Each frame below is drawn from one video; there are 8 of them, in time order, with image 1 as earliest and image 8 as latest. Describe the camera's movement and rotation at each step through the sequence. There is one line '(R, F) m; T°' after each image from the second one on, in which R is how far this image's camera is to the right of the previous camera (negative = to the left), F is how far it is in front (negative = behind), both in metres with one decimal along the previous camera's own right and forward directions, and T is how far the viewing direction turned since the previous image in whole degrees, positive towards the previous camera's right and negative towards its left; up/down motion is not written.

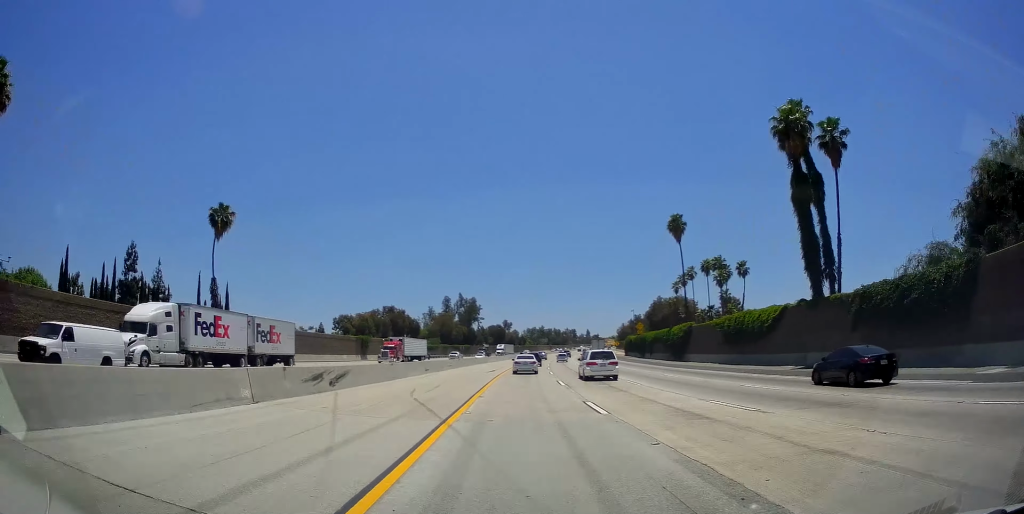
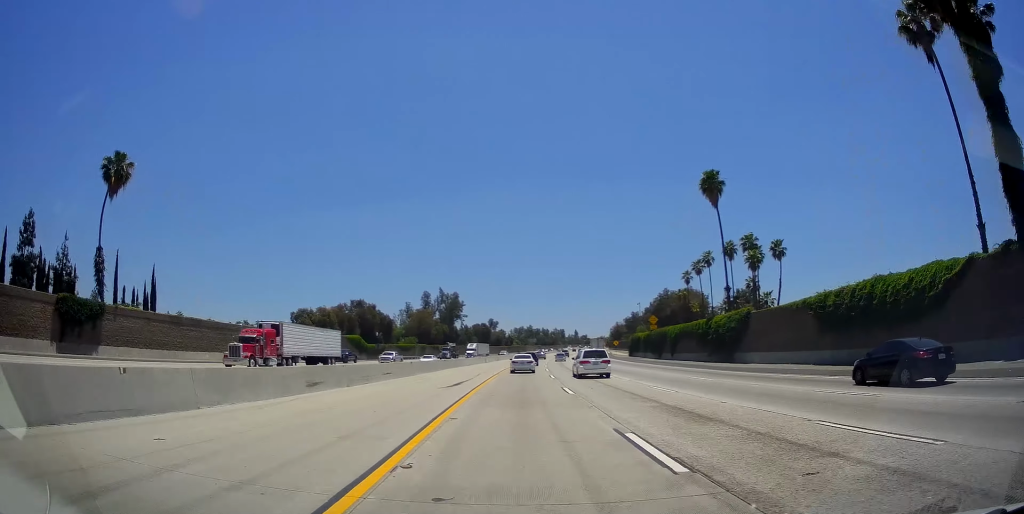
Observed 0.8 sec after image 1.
(+0.8, +22.5) m; +1°
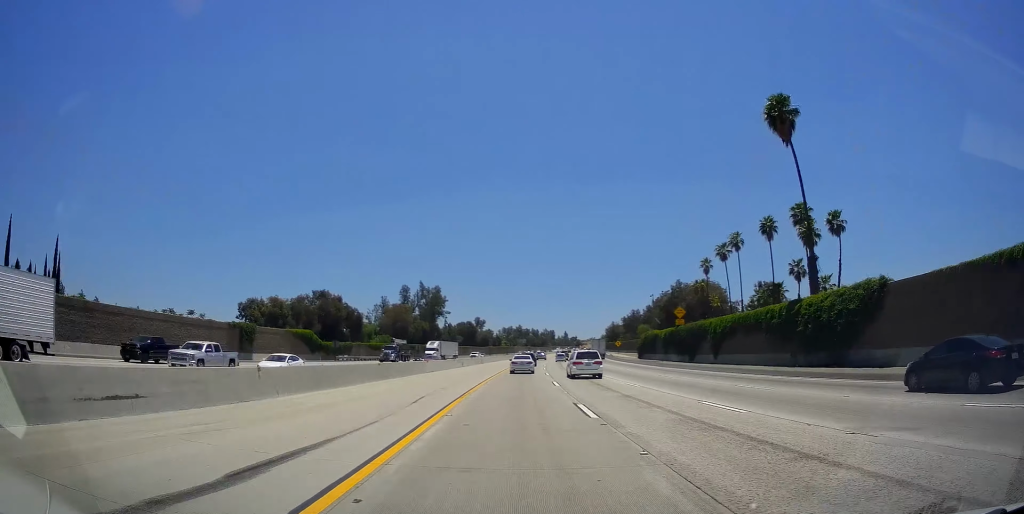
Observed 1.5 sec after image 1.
(+0.3, +21.1) m; +1°
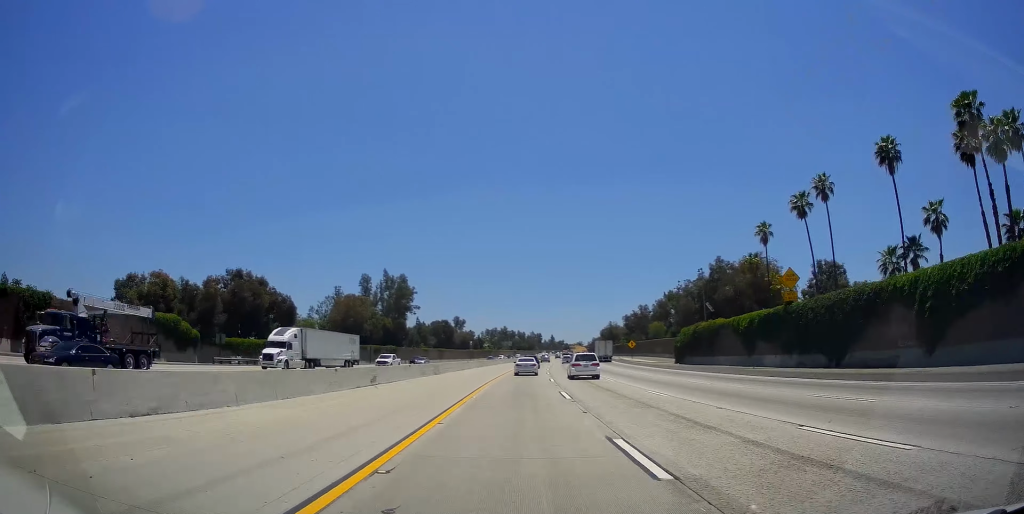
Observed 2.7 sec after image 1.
(+0.1, +35.6) m; +2°
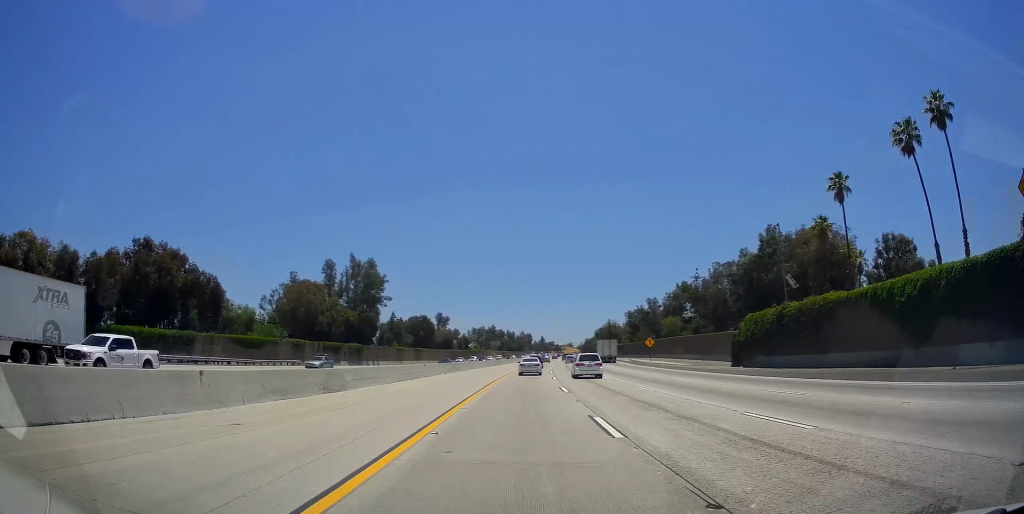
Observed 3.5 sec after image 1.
(+0.6, +25.0) m; +2°
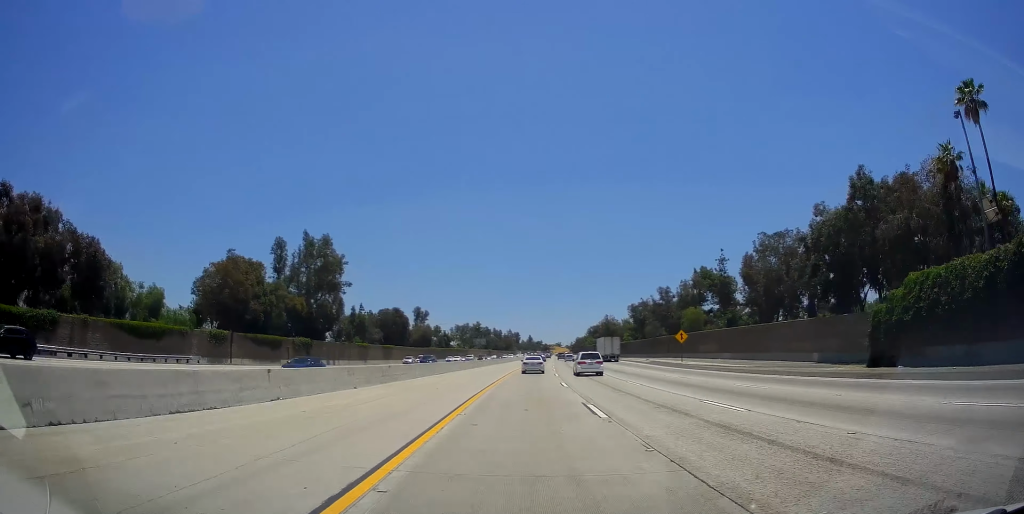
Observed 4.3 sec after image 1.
(+0.4, +26.5) m; +1°
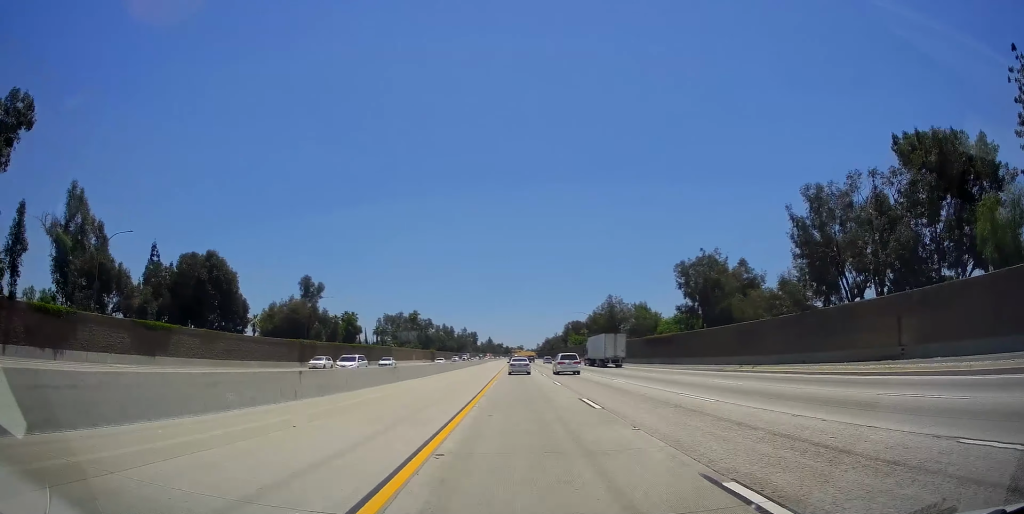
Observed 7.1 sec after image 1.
(+3.0, +84.5) m; +4°
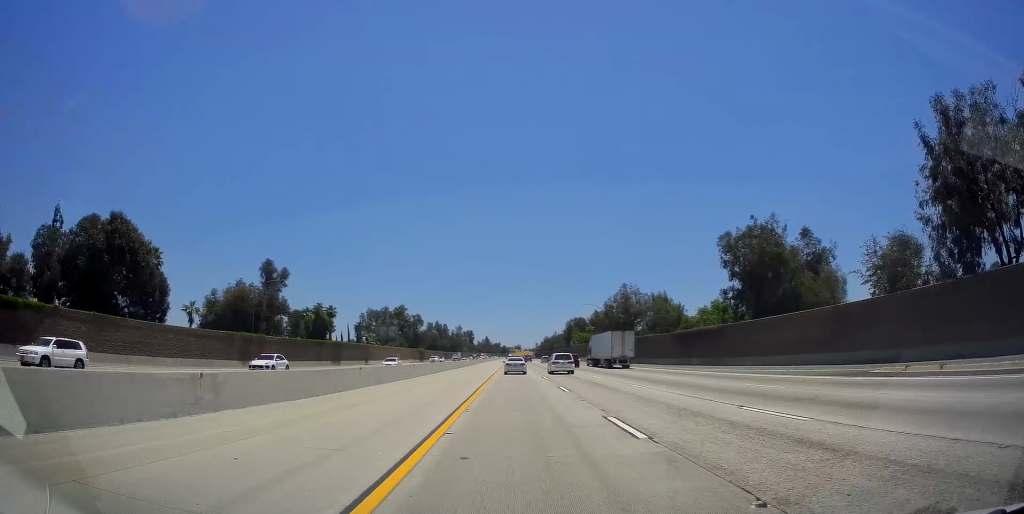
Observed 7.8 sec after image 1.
(+0.1, +20.4) m; 0°
